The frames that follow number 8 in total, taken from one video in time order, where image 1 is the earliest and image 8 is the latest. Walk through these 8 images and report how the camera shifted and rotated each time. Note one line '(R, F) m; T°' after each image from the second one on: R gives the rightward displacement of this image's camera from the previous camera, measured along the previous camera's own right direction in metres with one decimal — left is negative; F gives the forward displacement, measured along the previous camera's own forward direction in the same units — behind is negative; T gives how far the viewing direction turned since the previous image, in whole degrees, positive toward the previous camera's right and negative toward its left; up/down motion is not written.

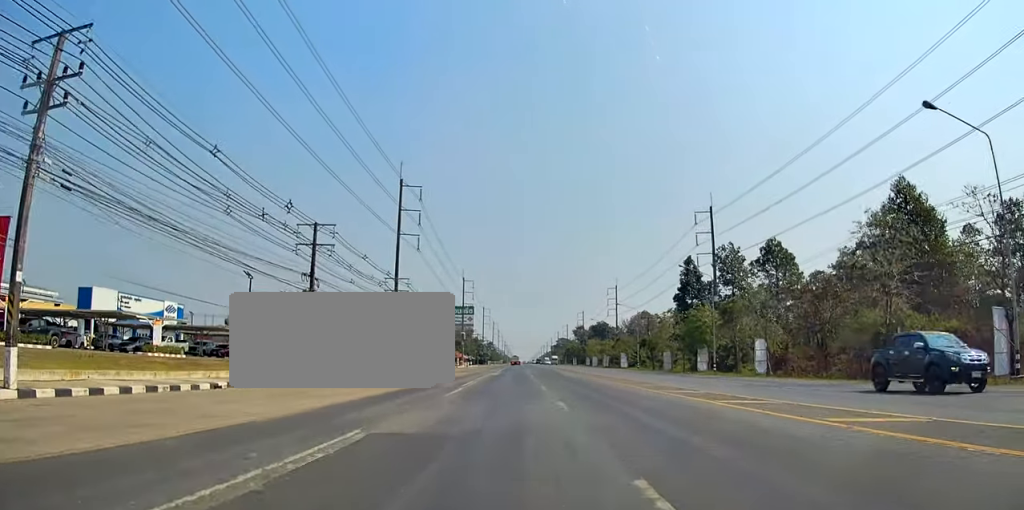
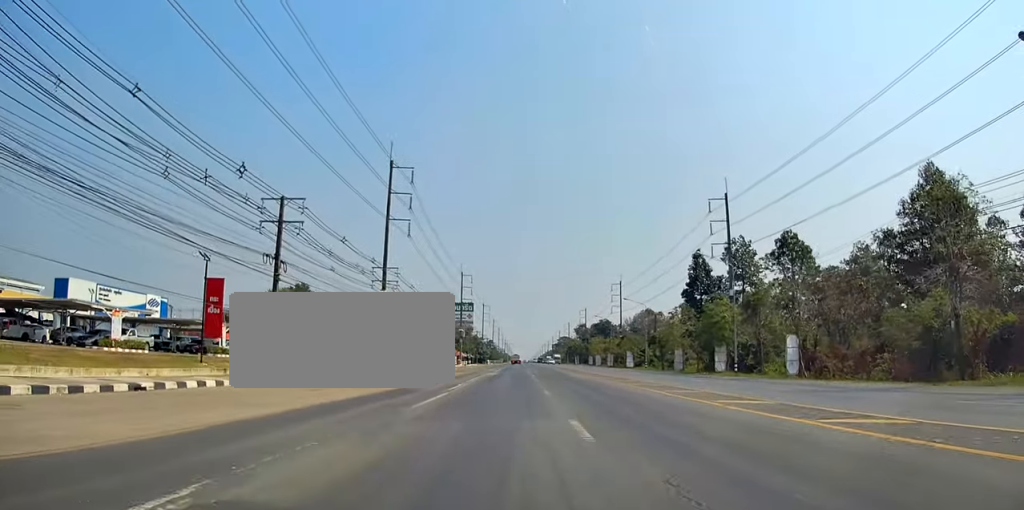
(-0.2, +5.7) m; -1°
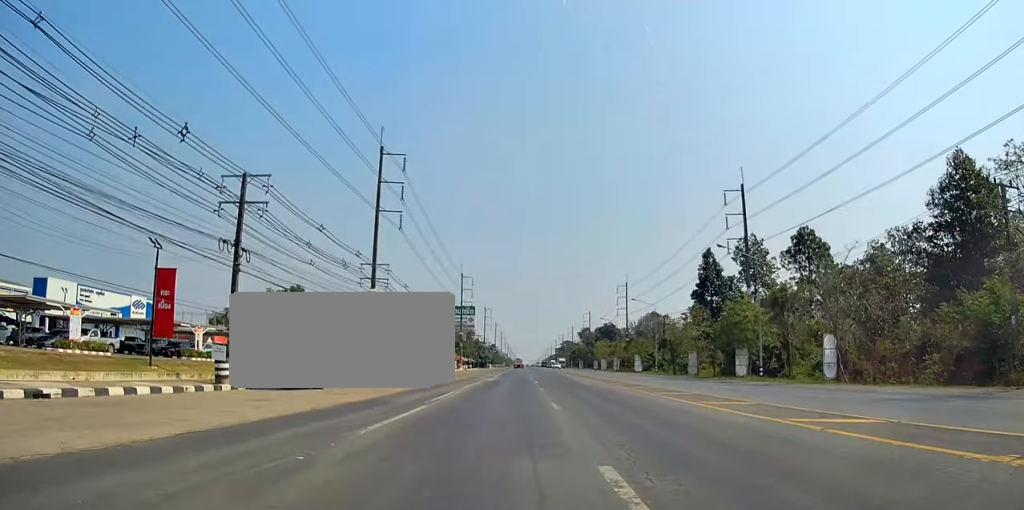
(-0.1, +4.6) m; -1°
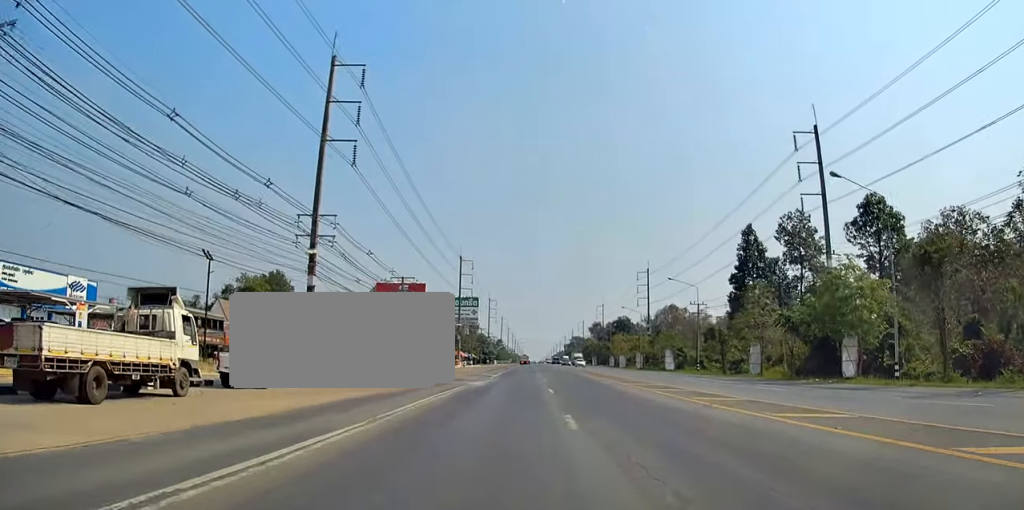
(-0.1, +16.8) m; 0°
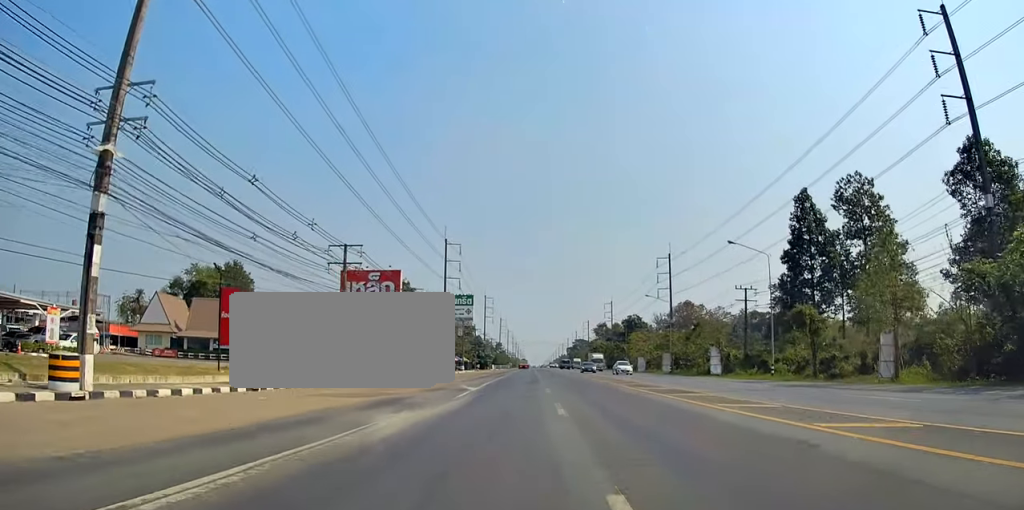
(-0.1, +19.7) m; -1°
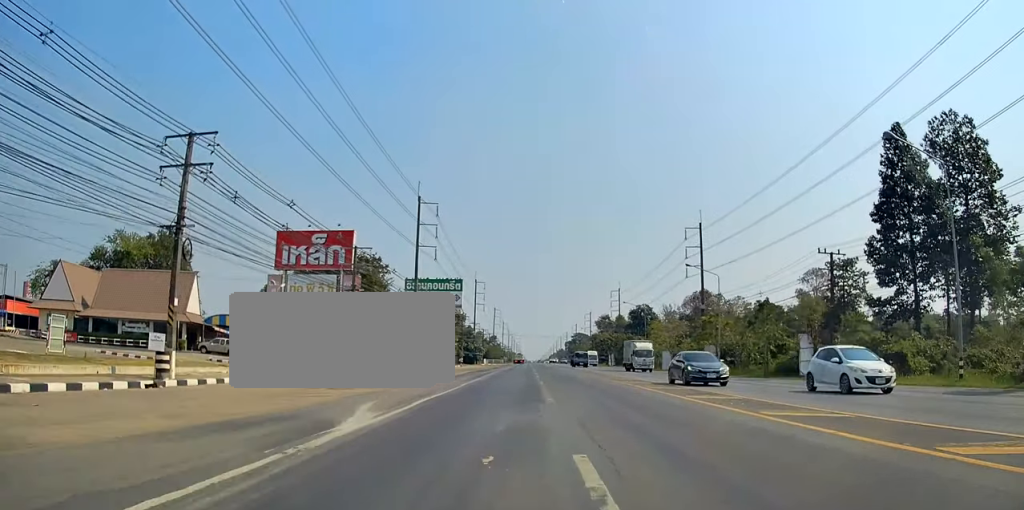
(+0.4, +22.1) m; +3°
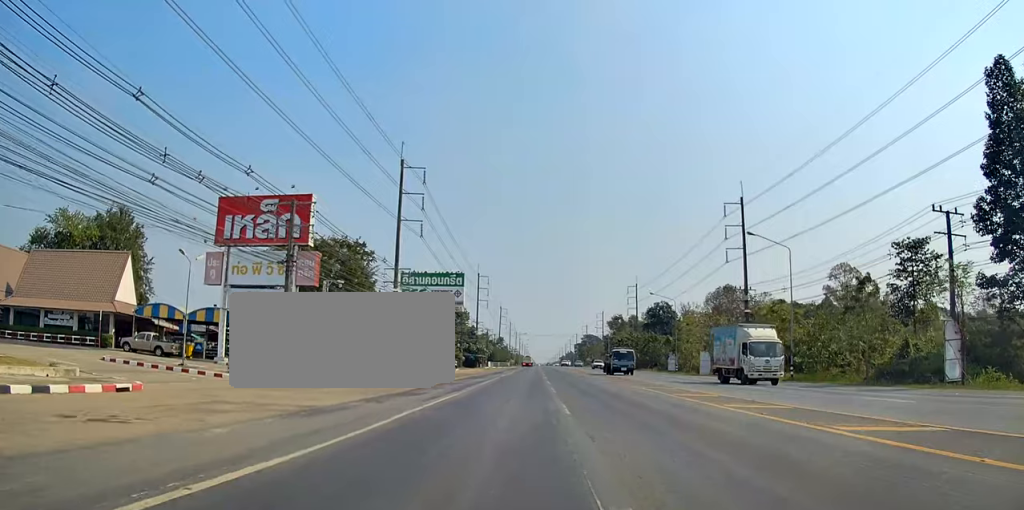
(+0.4, +15.0) m; 0°
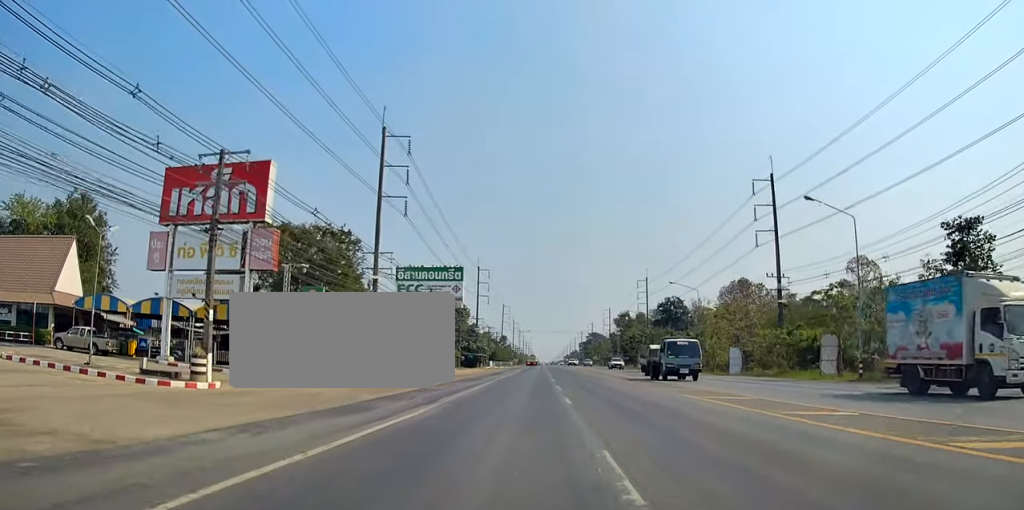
(+0.1, +8.4) m; -1°
